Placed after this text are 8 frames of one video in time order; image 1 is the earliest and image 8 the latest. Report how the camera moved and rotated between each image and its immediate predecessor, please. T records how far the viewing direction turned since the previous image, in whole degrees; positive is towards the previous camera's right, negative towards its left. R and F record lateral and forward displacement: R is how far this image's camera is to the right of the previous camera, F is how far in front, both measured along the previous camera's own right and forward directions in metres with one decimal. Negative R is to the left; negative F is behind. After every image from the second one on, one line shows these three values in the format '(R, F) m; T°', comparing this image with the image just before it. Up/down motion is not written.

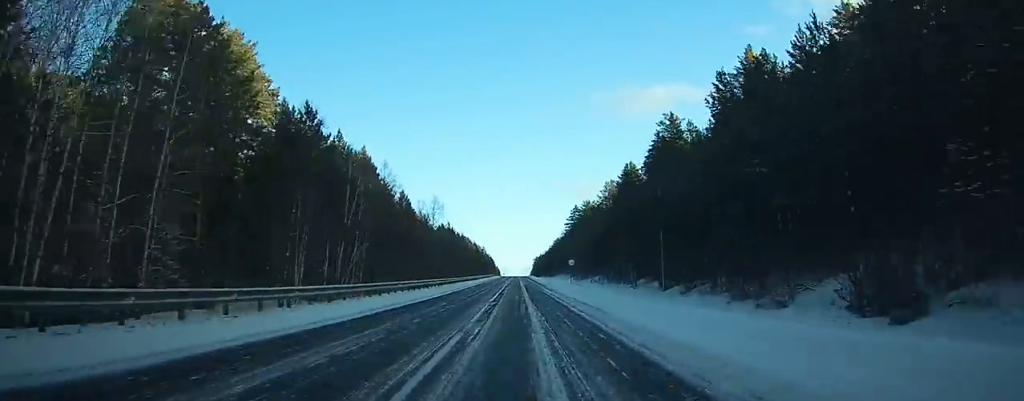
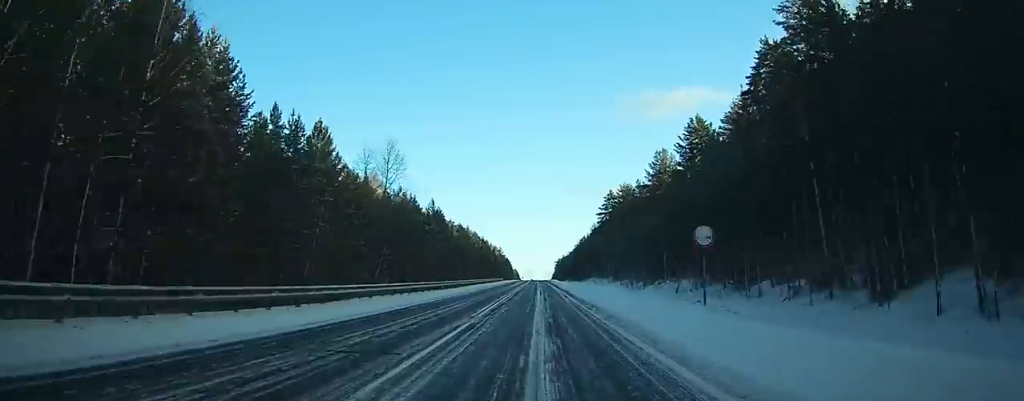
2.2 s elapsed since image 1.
(-0.1, +45.8) m; -1°
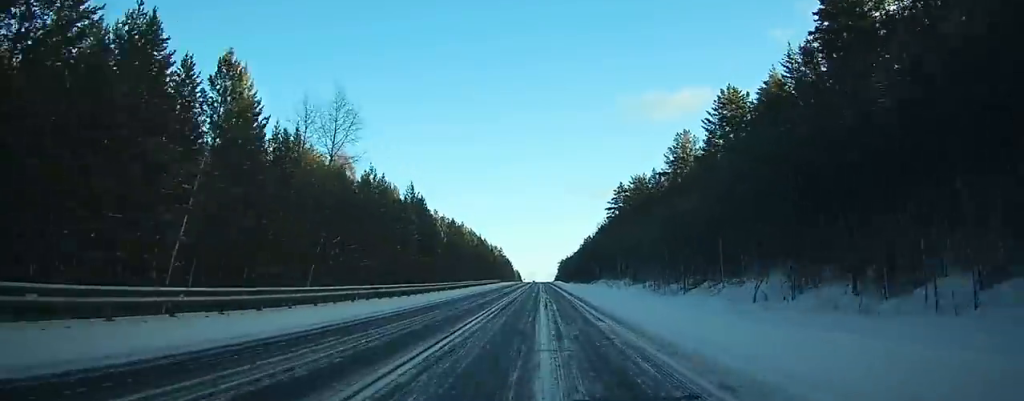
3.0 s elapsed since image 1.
(-0.2, +16.9) m; 0°
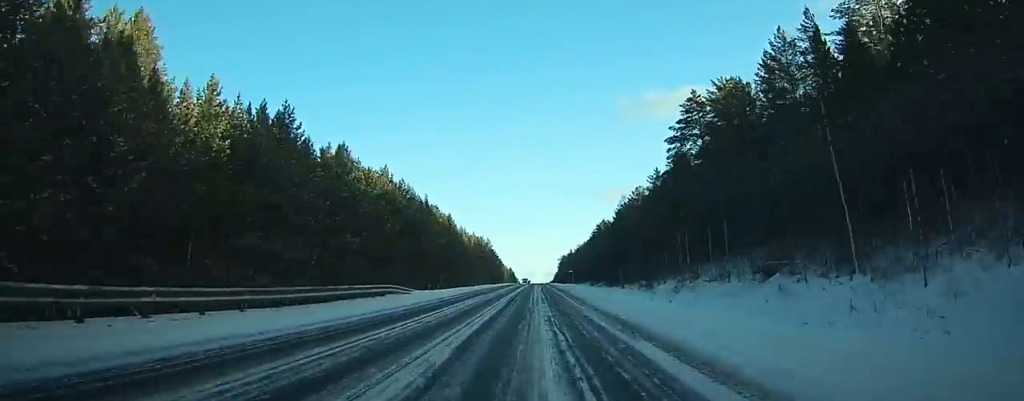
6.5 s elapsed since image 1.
(-0.8, +76.5) m; 0°
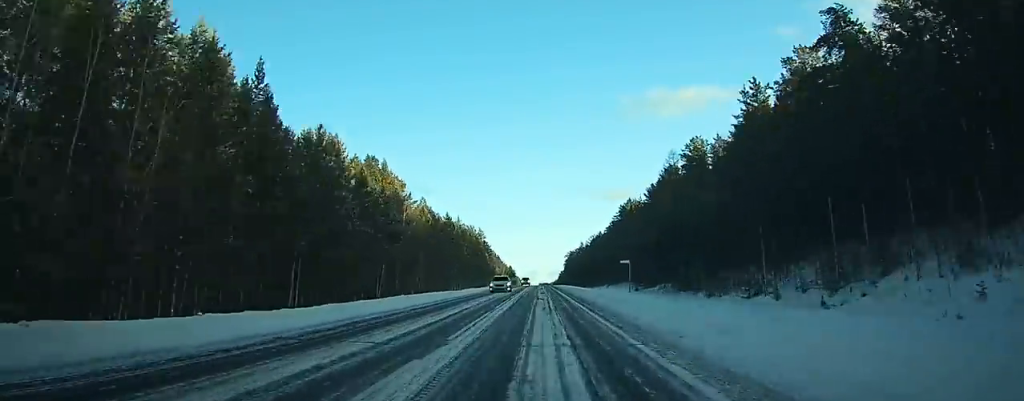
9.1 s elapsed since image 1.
(+0.2, +57.1) m; +1°
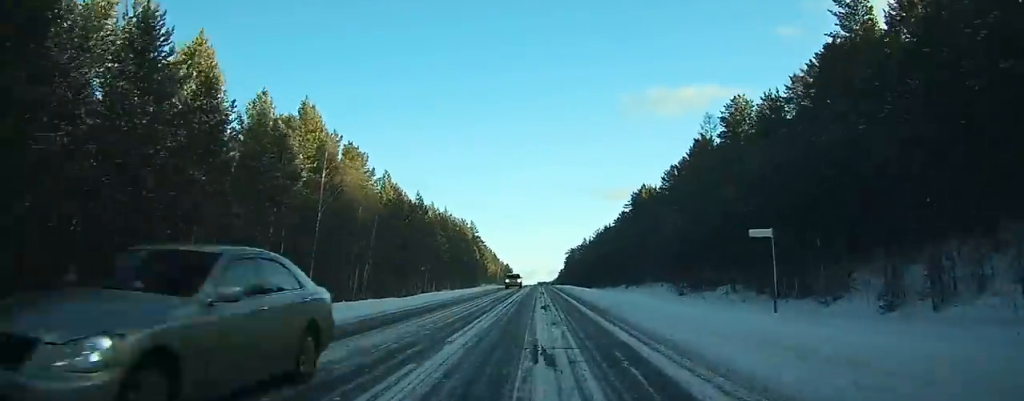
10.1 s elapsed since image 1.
(+0.1, +24.5) m; 0°
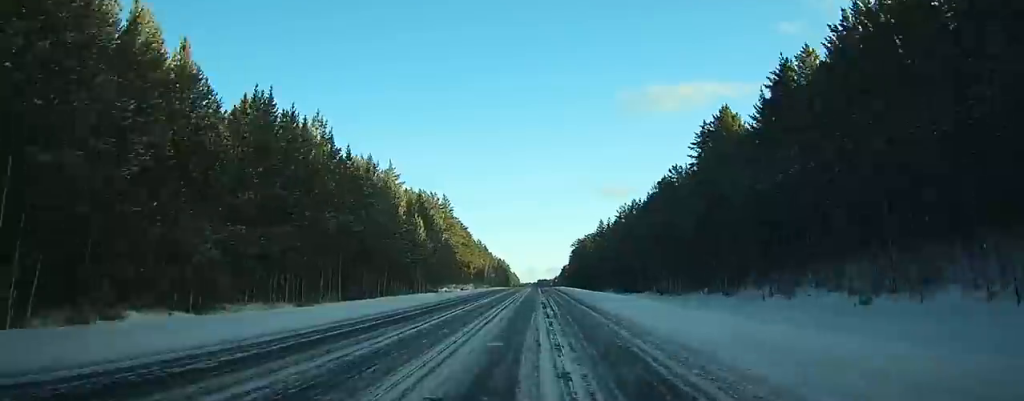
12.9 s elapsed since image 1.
(+0.3, +64.1) m; 0°
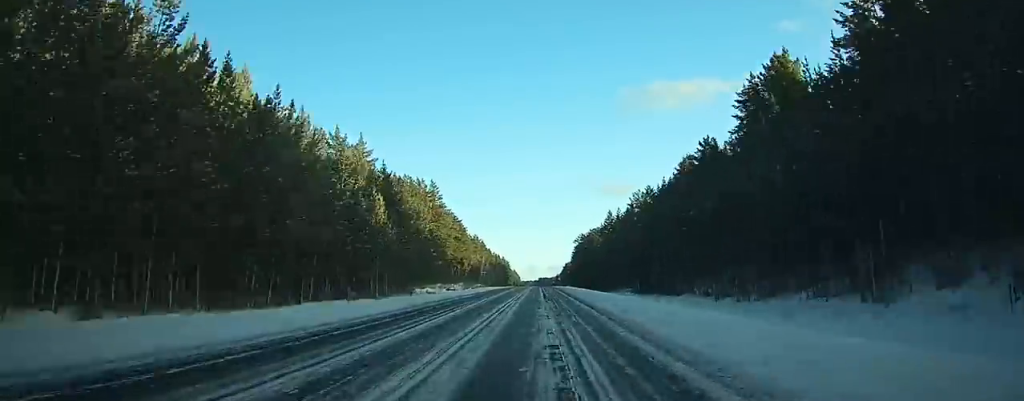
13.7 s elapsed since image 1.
(0.0, +19.1) m; 0°
